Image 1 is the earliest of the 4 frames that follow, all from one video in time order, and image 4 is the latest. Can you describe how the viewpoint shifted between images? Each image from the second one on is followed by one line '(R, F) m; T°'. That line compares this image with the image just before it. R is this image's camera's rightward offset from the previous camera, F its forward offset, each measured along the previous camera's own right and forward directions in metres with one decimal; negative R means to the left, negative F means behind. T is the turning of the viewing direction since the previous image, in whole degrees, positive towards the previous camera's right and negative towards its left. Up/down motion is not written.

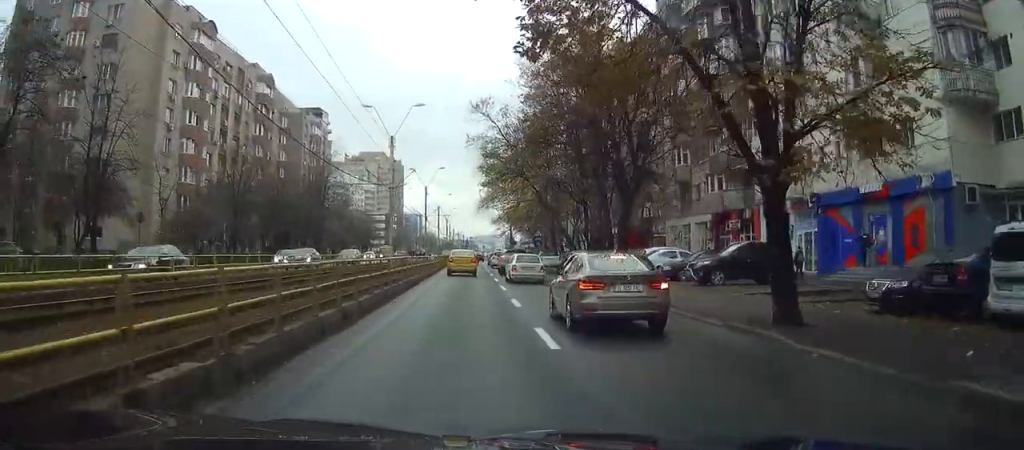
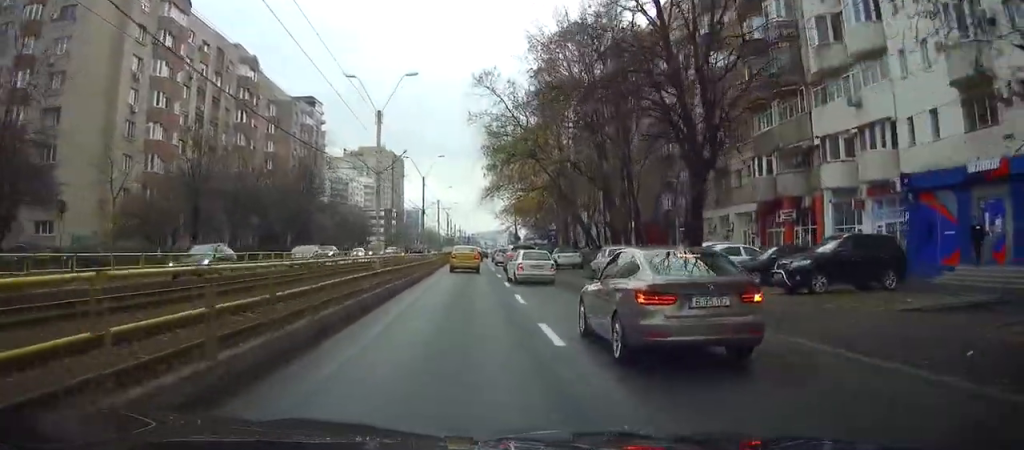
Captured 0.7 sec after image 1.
(+0.2, +8.7) m; +1°
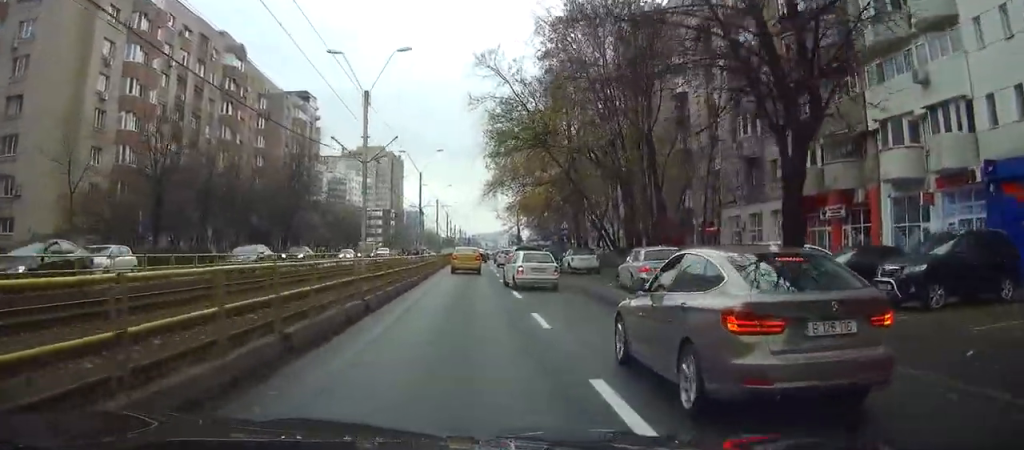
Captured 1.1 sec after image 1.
(+0.1, +6.0) m; 0°
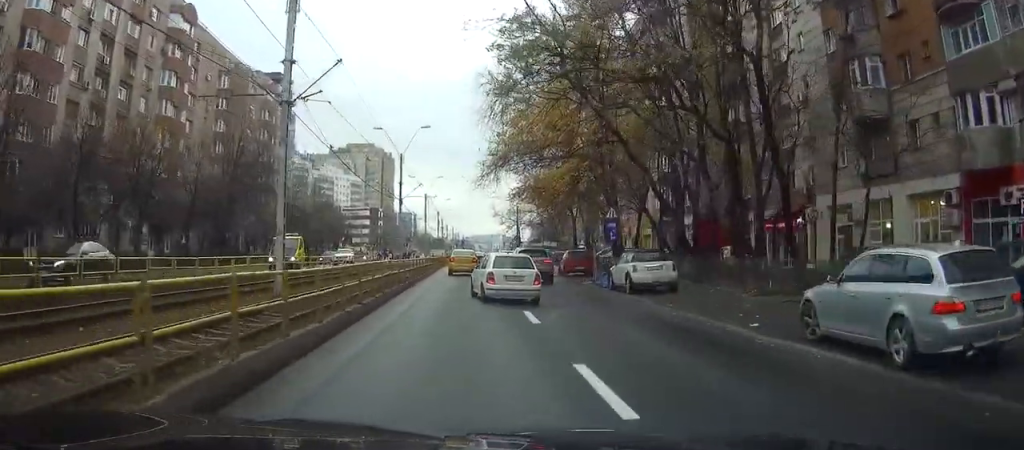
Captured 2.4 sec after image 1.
(0.0, +15.9) m; 0°
